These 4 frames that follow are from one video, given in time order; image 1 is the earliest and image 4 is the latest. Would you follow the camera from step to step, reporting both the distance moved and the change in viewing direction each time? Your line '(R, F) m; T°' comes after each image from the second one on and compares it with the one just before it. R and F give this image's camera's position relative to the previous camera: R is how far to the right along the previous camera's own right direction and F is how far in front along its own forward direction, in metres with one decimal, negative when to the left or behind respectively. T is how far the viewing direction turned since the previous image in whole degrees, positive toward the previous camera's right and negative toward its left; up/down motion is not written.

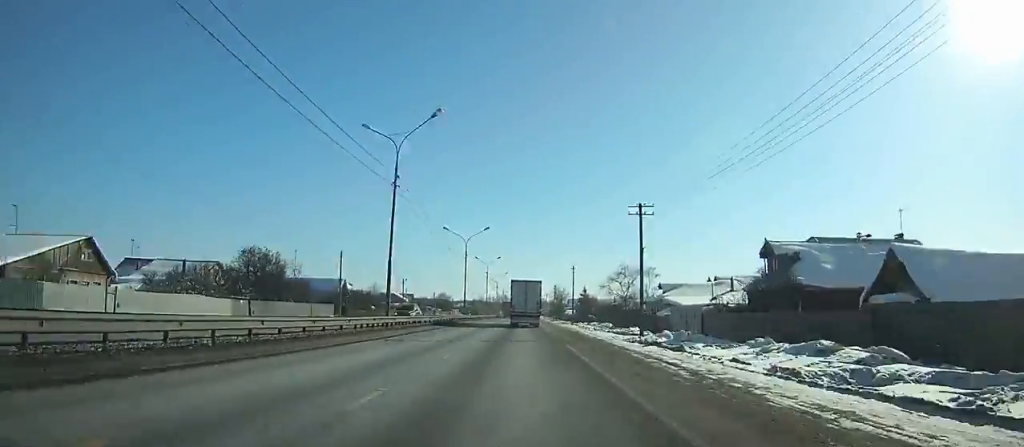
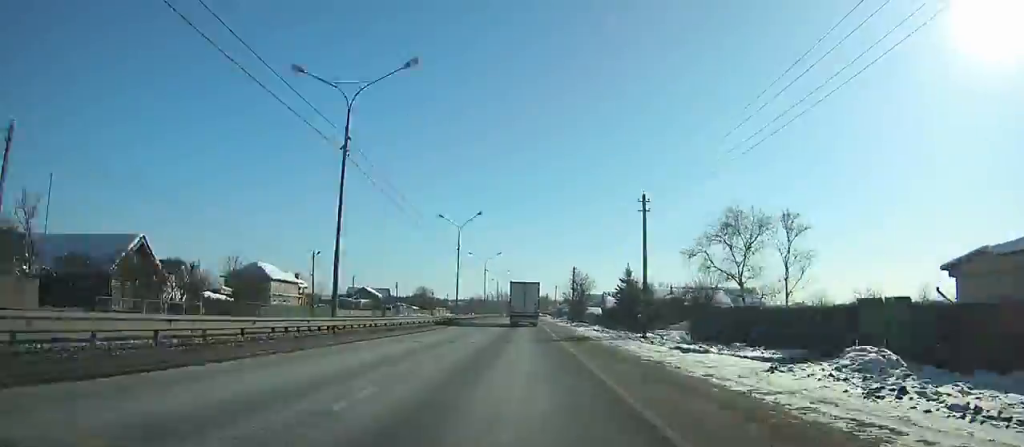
(0.0, +47.9) m; 0°
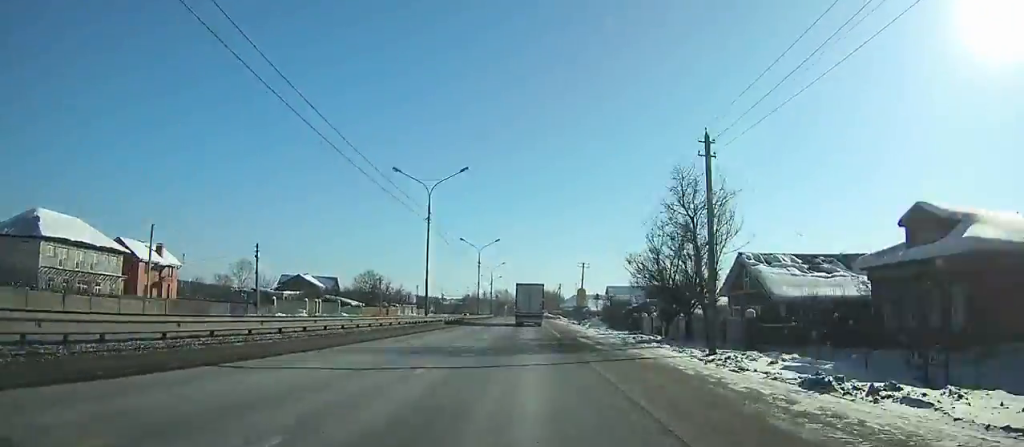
(-0.1, +59.6) m; 0°
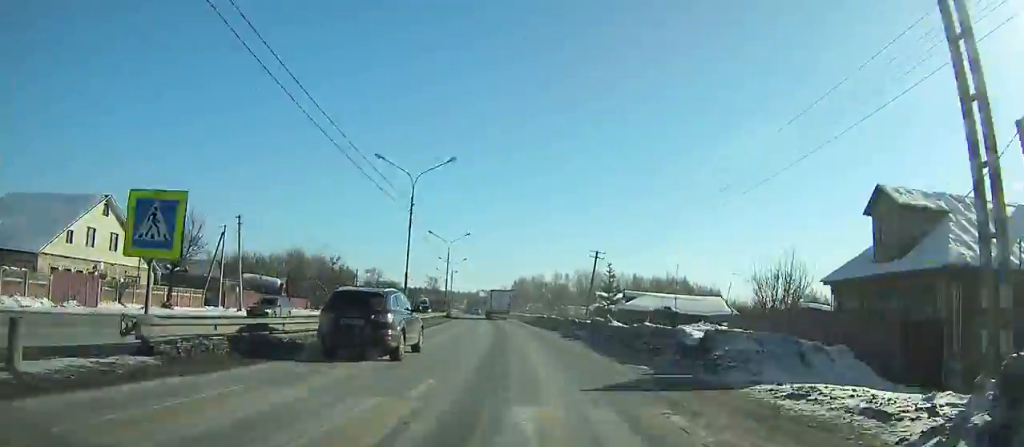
(-10.0, +205.0) m; -9°
